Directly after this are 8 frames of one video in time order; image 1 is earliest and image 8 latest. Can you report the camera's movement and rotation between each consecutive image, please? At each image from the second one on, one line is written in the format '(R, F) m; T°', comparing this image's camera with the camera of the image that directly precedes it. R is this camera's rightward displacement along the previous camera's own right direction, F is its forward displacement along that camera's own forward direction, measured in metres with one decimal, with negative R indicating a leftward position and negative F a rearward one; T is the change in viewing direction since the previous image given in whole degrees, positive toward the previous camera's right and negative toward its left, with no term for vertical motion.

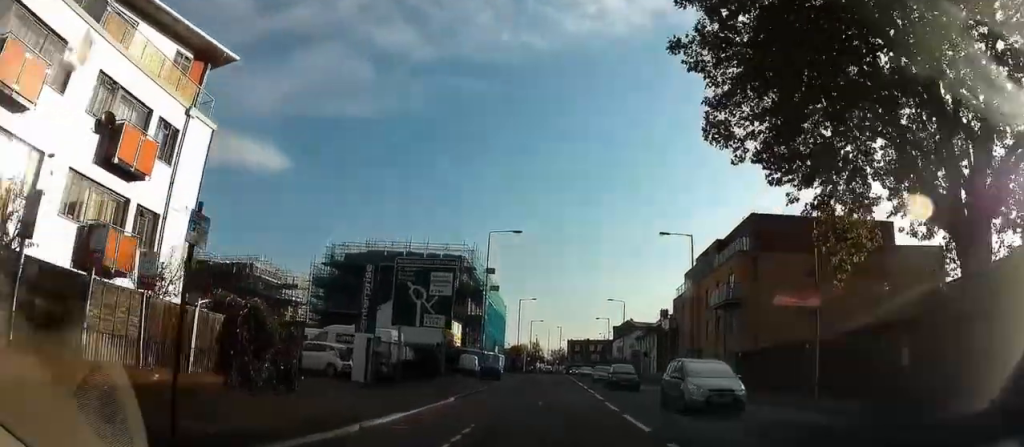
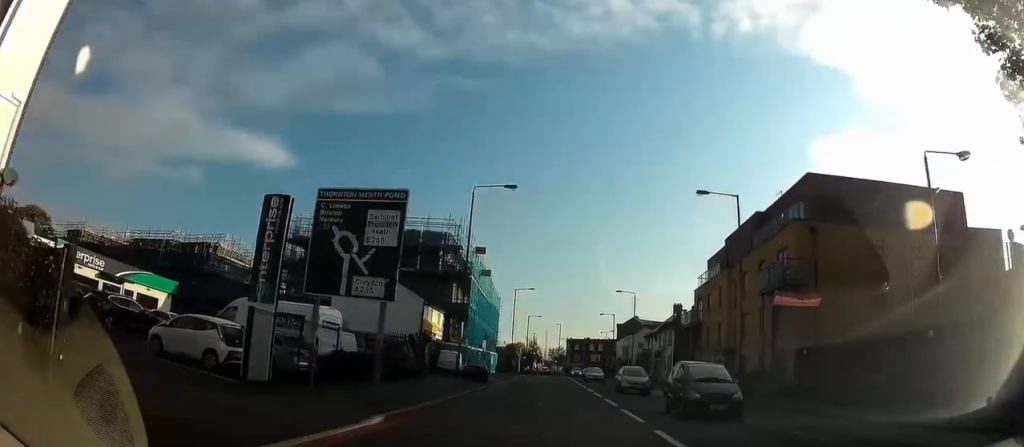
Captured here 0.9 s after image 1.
(0.0, +9.6) m; 0°
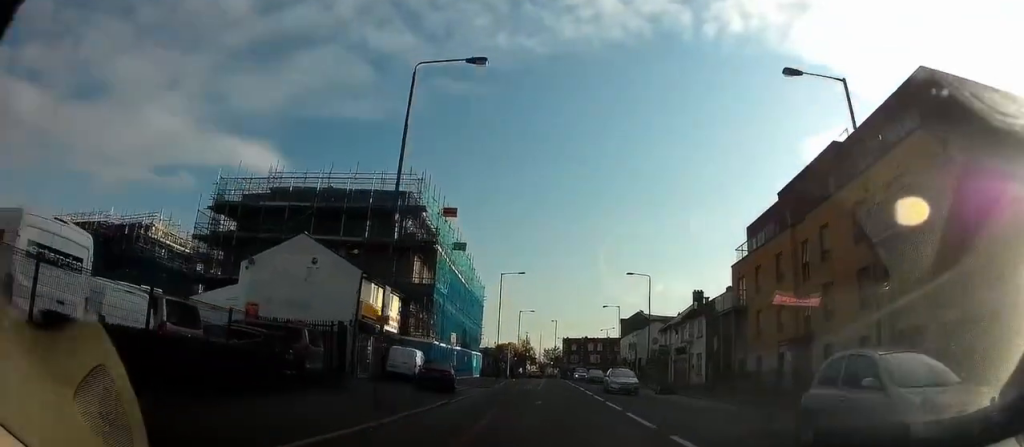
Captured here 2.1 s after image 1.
(+0.1, +12.9) m; 0°
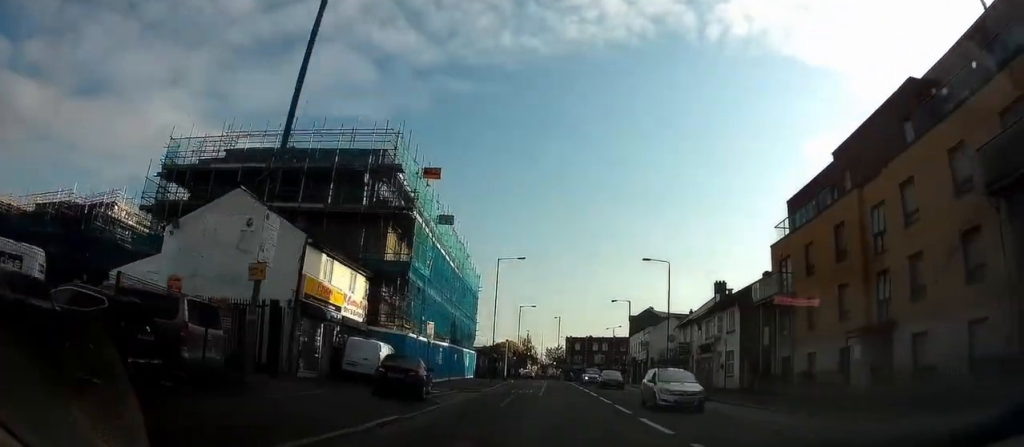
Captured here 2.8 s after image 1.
(0.0, +7.2) m; +1°
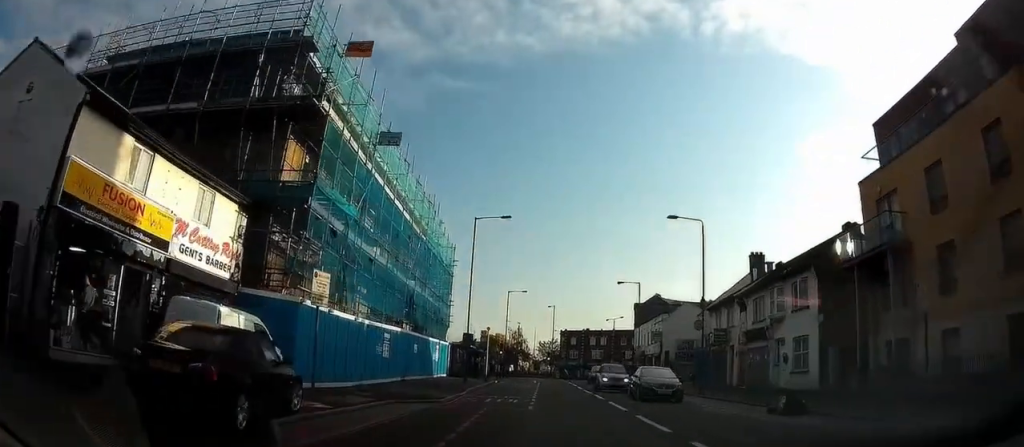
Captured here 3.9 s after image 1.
(+0.2, +11.8) m; +1°
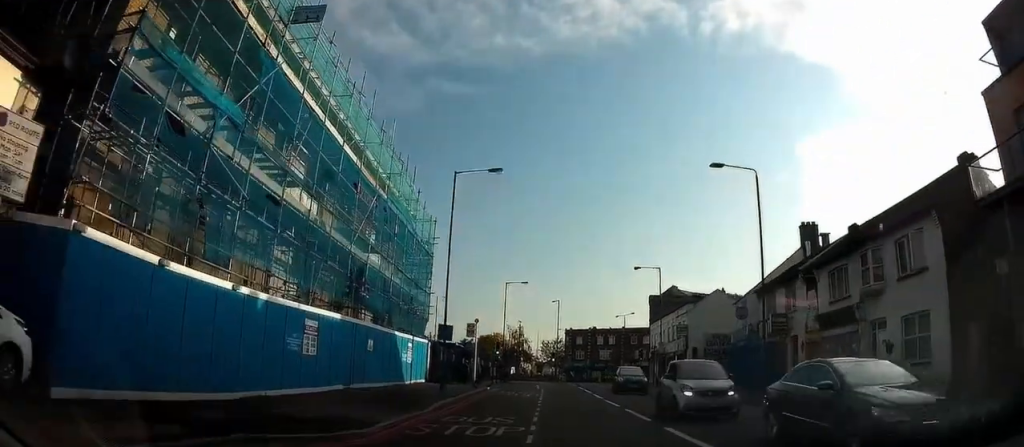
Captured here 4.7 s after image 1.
(0.0, +9.0) m; 0°
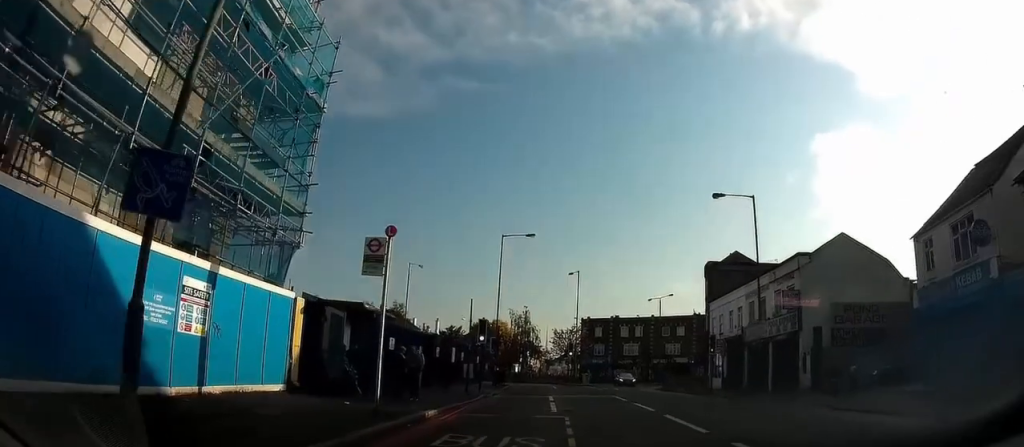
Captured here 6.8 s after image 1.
(-0.2, +20.1) m; 0°
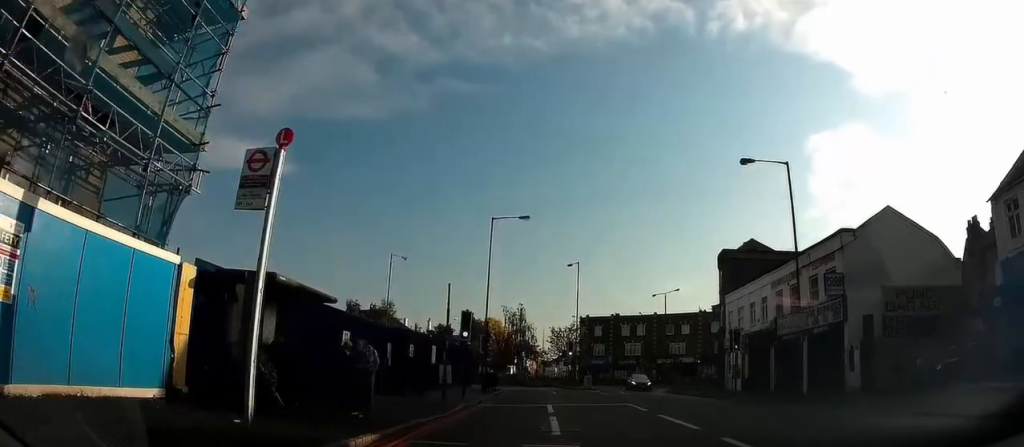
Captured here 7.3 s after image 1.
(-0.1, +5.0) m; 0°
